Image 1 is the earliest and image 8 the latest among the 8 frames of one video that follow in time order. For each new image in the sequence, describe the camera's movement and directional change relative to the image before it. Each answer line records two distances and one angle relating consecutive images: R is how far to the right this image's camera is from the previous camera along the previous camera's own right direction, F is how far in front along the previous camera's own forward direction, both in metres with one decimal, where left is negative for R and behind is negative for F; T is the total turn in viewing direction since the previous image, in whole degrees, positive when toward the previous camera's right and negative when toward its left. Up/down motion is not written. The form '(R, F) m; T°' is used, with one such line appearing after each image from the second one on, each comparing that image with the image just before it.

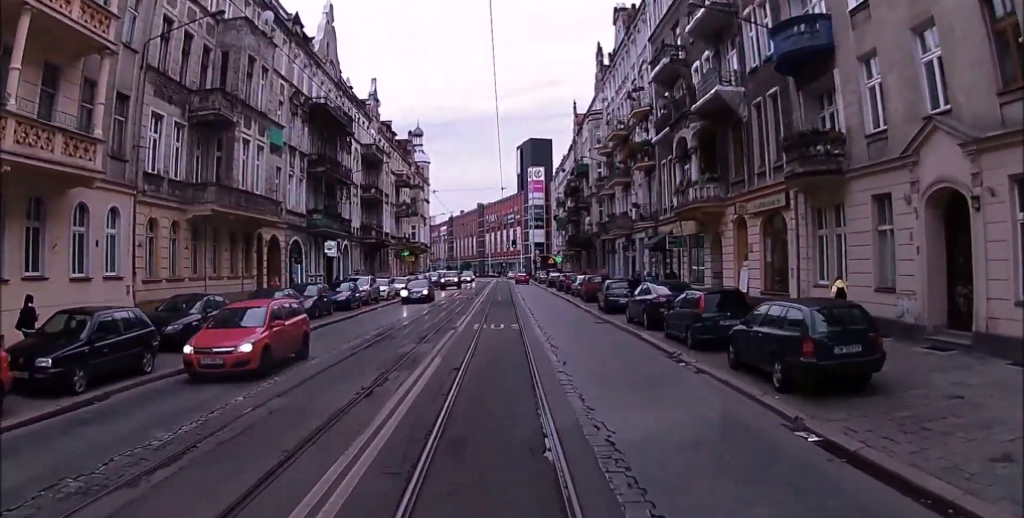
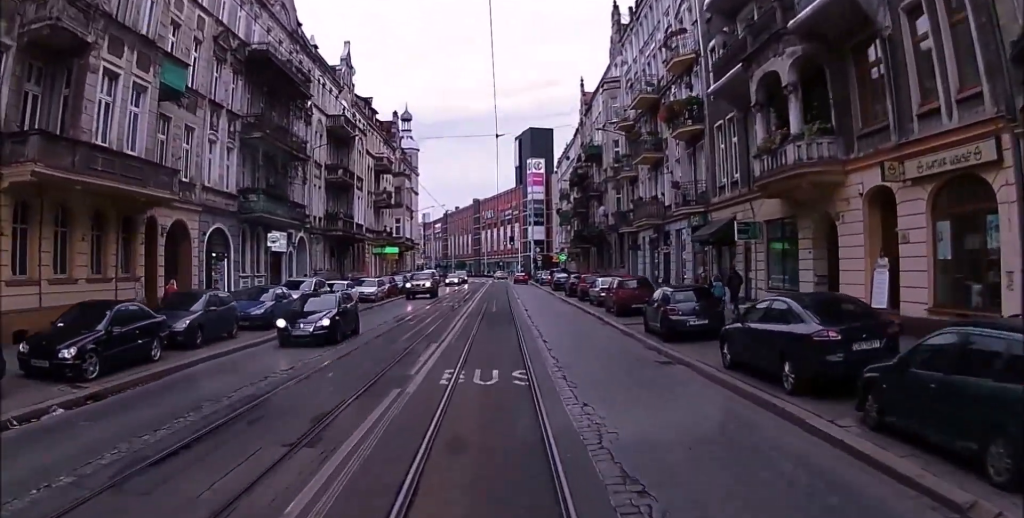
(+0.3, +10.5) m; +2°
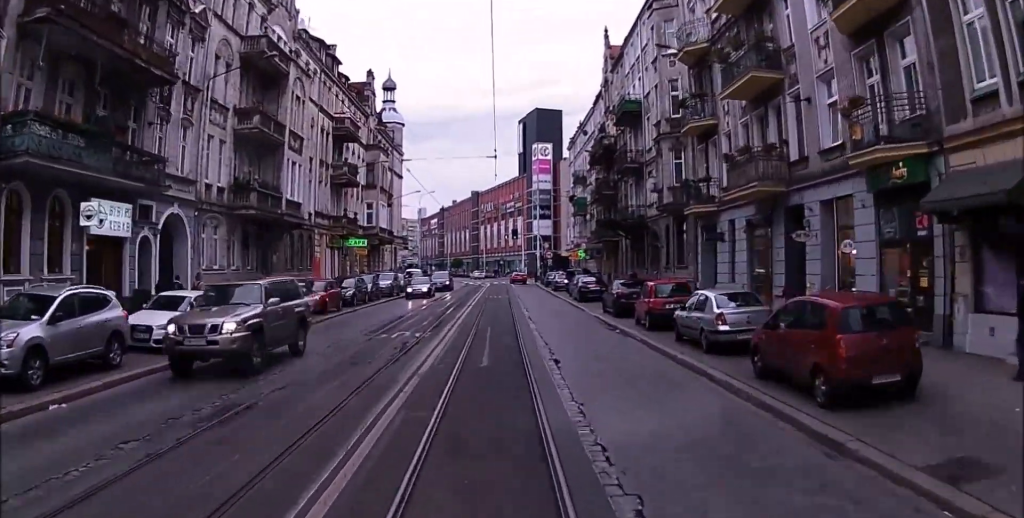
(0.0, +16.6) m; -1°
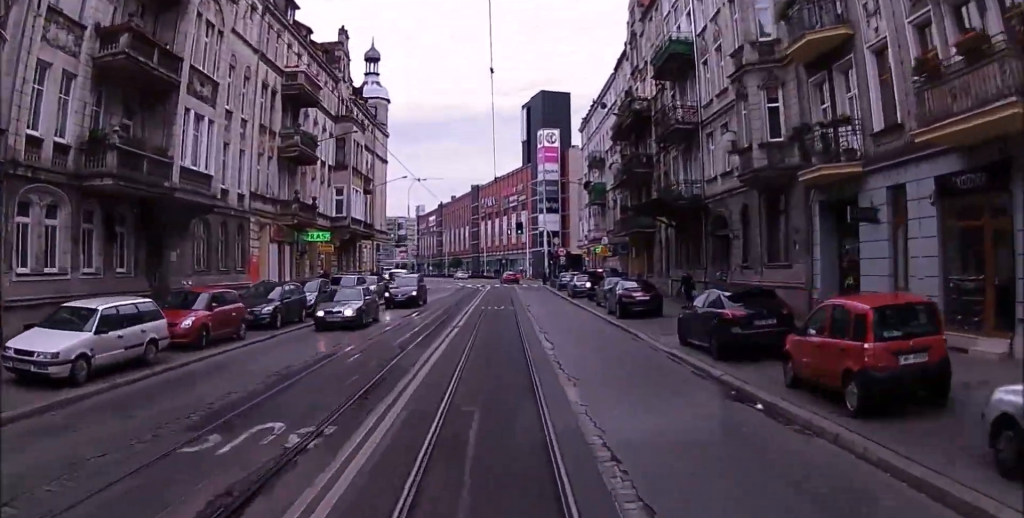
(0.0, +11.5) m; 0°
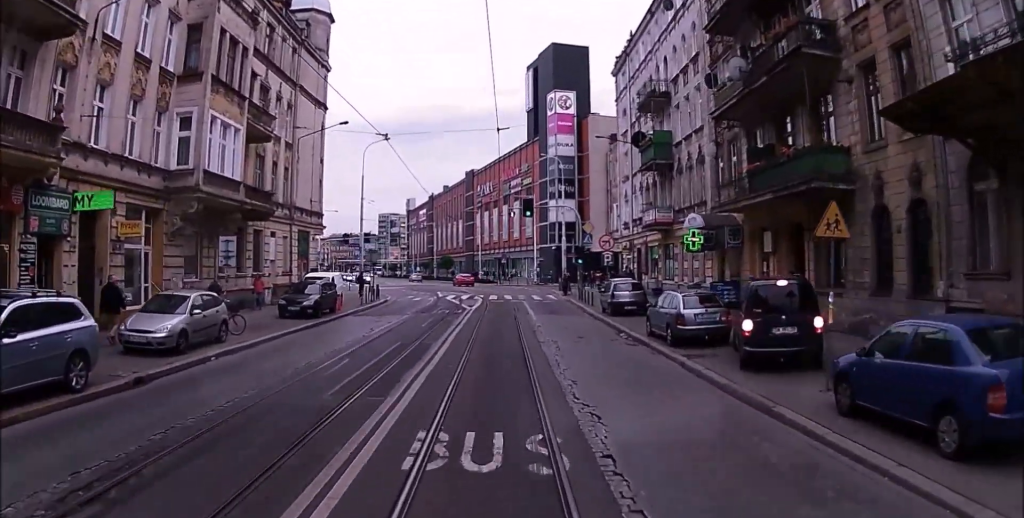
(0.0, +23.4) m; 0°
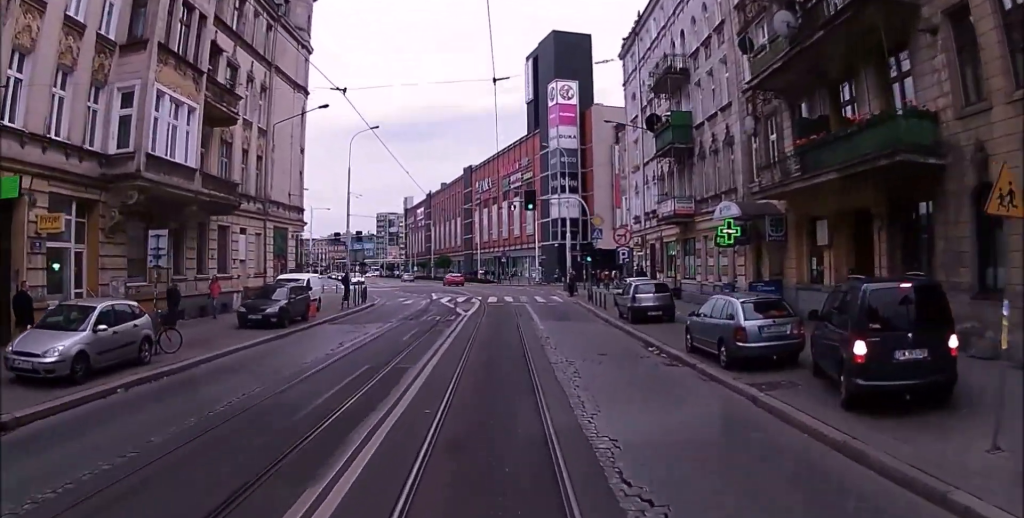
(0.0, +4.1) m; 0°
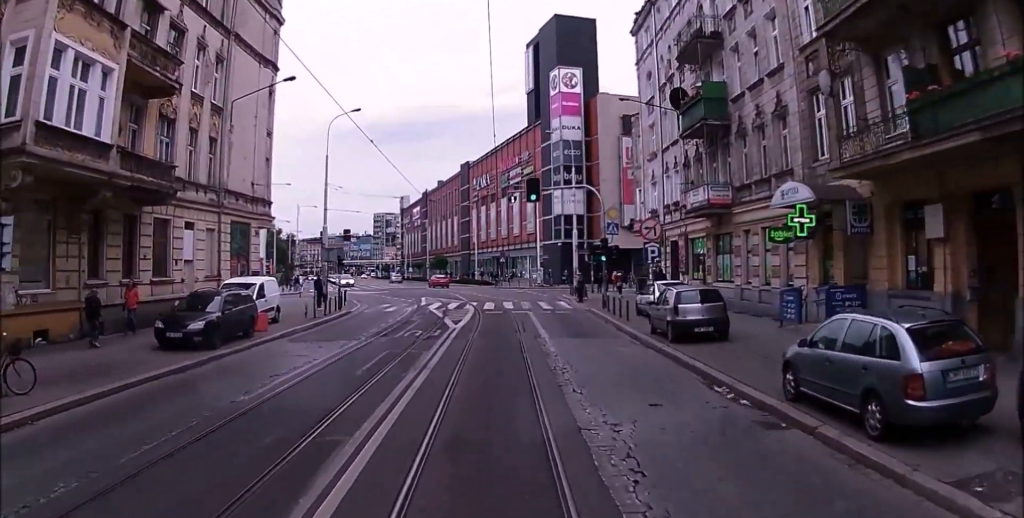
(0.0, +5.4) m; 0°
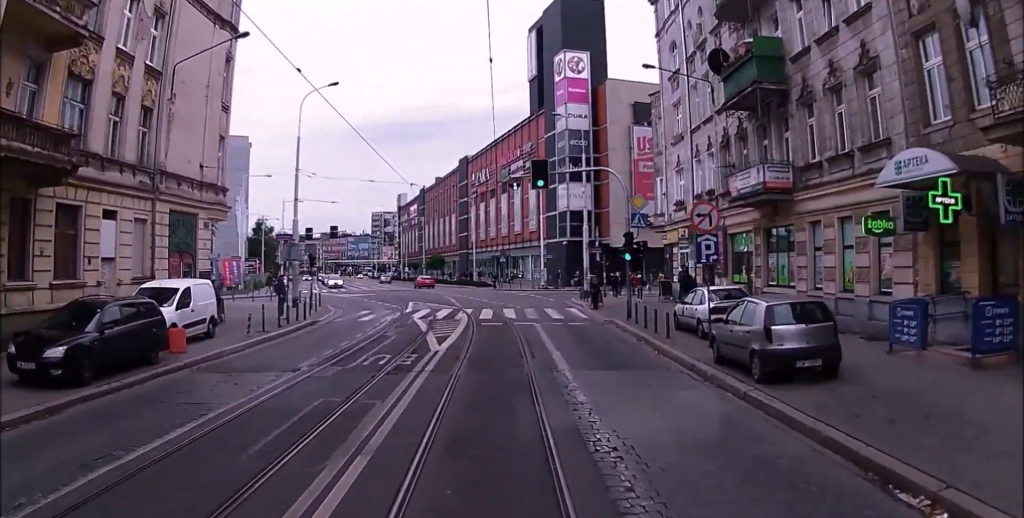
(0.0, +5.7) m; 0°
